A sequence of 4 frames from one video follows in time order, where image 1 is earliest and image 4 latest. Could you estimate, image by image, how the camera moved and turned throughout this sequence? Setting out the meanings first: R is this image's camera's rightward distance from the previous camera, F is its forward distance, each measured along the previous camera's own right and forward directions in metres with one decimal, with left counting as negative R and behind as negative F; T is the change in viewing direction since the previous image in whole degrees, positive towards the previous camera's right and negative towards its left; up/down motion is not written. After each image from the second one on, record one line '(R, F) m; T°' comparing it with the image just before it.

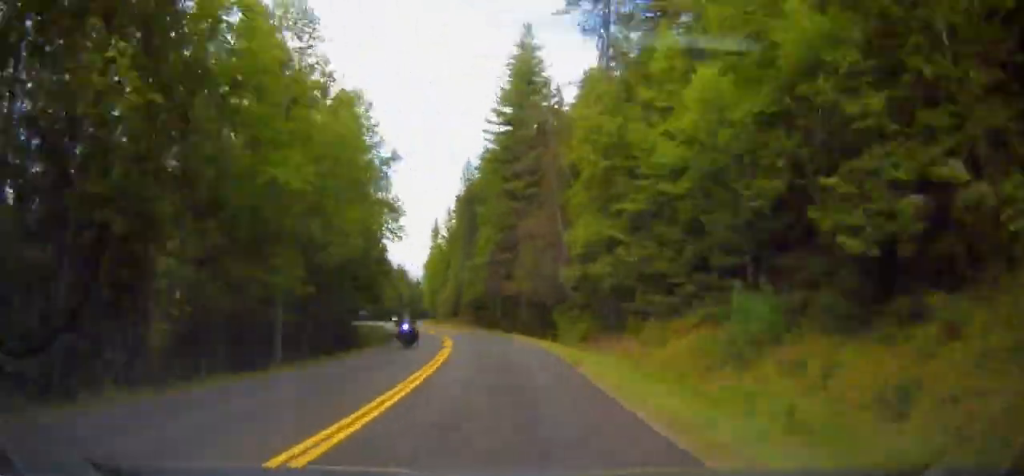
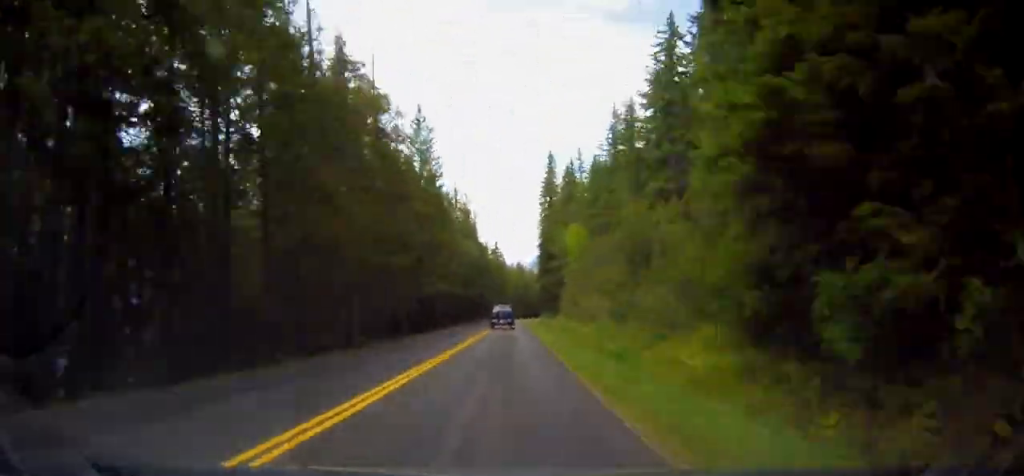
(-4.5, +155.5) m; 0°
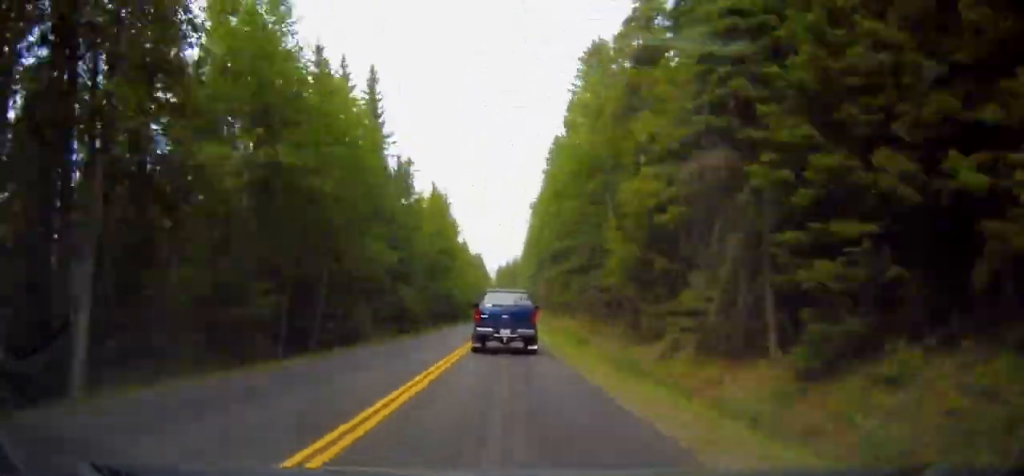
(+14.8, +328.2) m; 0°
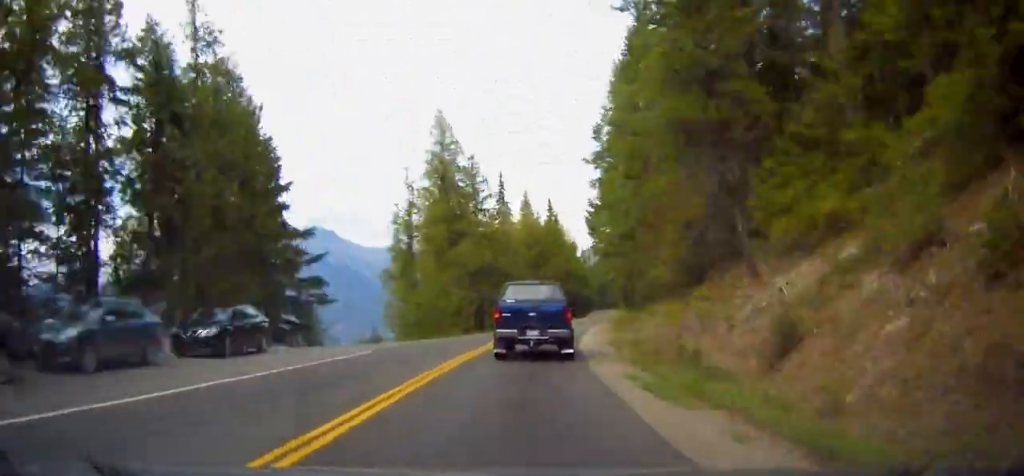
(-13.2, +320.5) m; 0°
